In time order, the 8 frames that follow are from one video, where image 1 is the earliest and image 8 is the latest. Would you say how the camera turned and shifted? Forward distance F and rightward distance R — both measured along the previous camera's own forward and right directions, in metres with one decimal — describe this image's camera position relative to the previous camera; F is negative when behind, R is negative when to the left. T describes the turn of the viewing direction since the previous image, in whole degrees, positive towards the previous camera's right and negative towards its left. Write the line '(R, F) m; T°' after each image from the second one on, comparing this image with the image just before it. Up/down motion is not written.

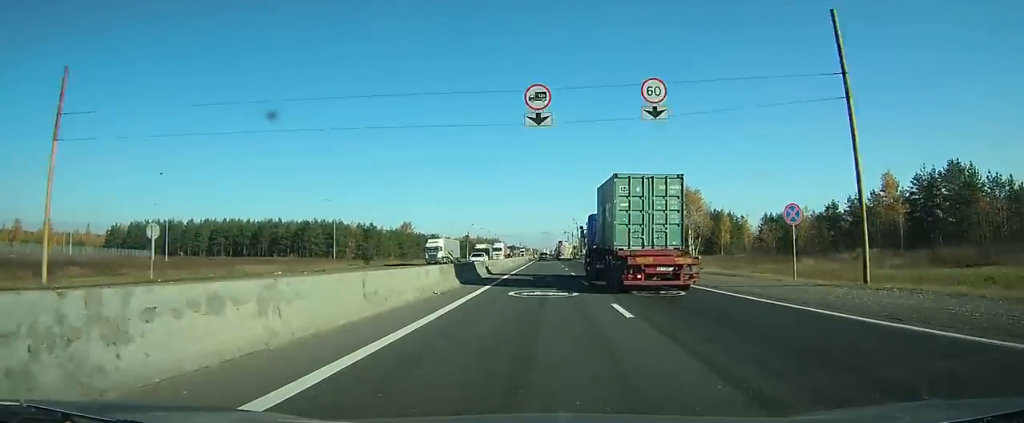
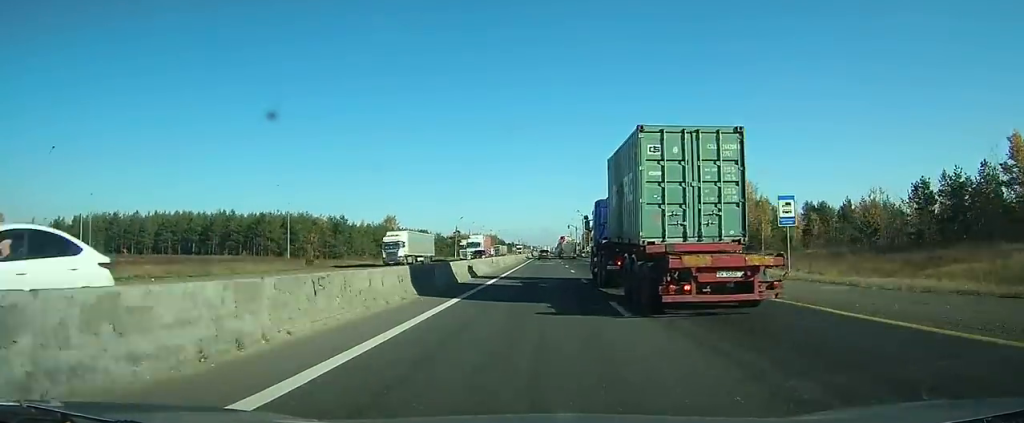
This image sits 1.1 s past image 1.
(-0.1, +23.3) m; 0°
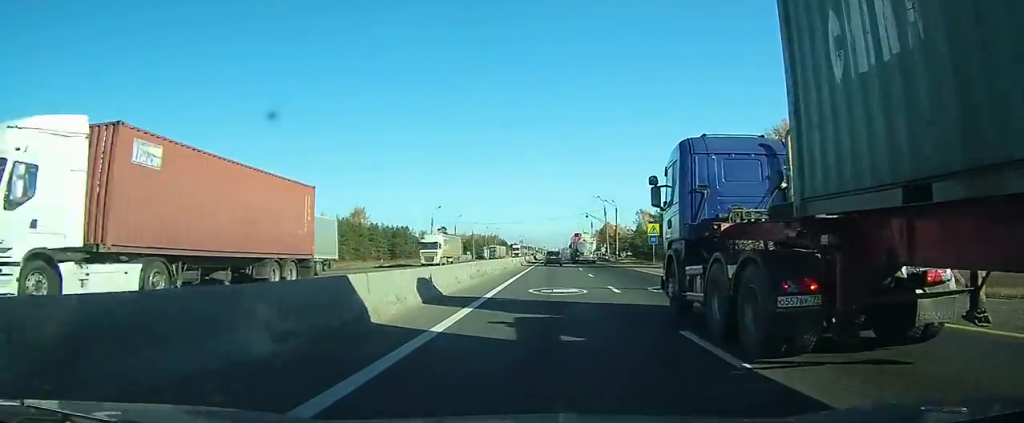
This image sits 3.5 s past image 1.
(-0.3, +42.0) m; 0°
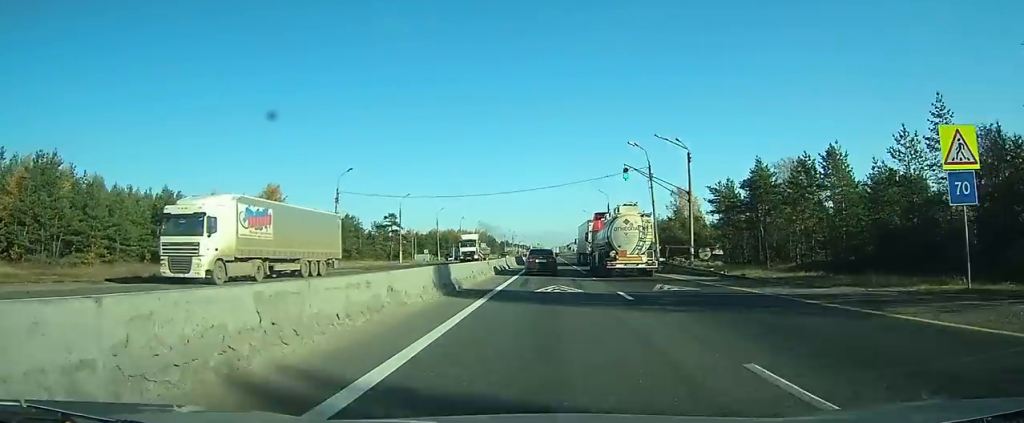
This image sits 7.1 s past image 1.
(+0.3, +50.5) m; +1°
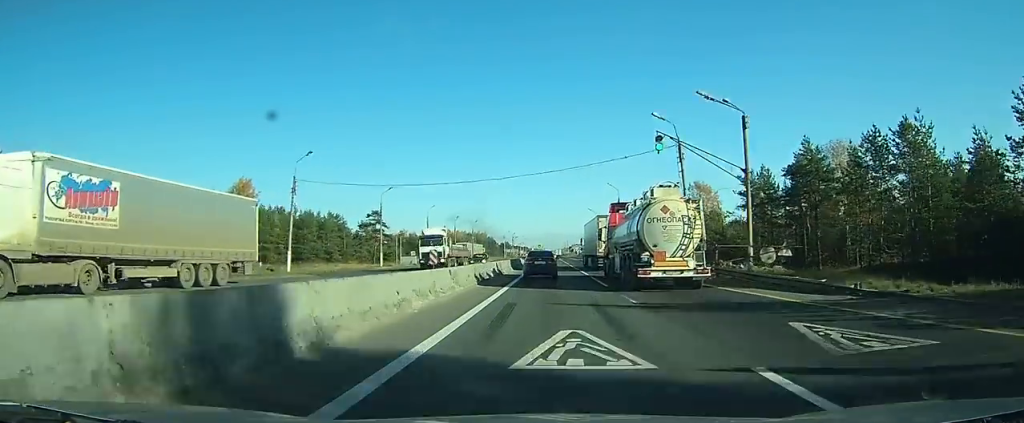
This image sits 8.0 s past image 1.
(0.0, +11.5) m; 0°
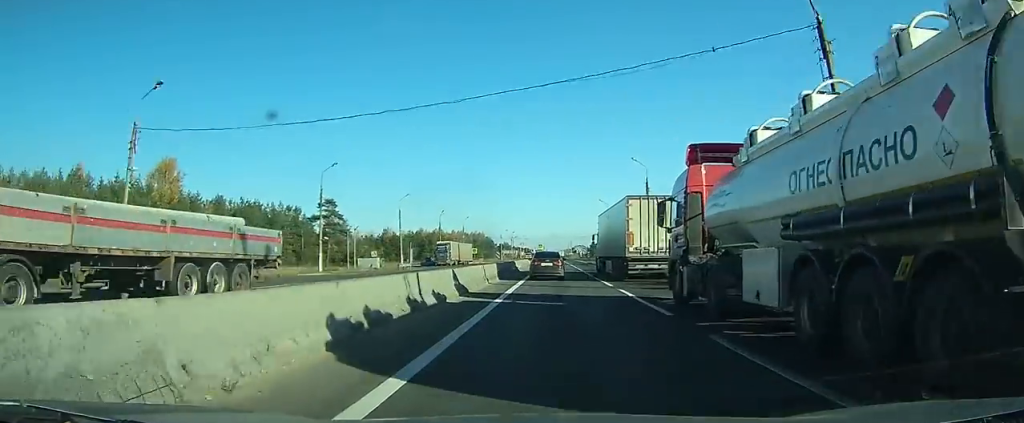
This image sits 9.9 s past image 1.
(0.0, +24.2) m; +1°
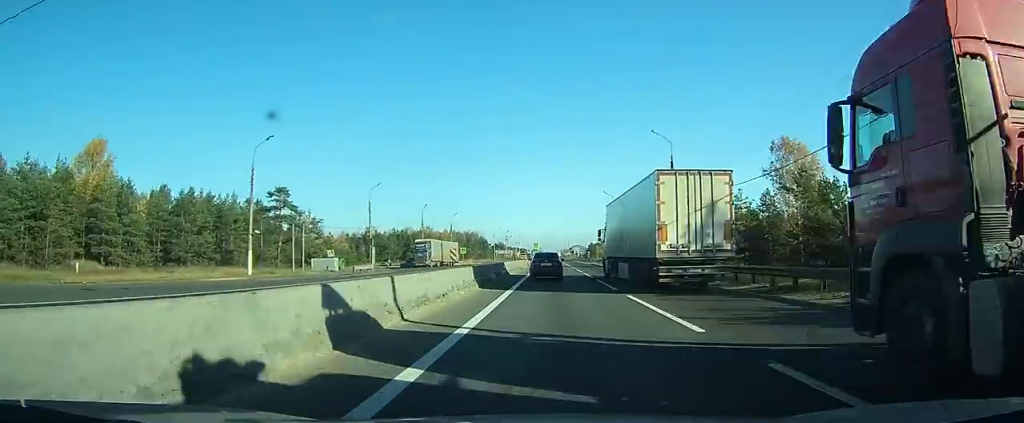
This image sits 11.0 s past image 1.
(+0.1, +15.2) m; 0°
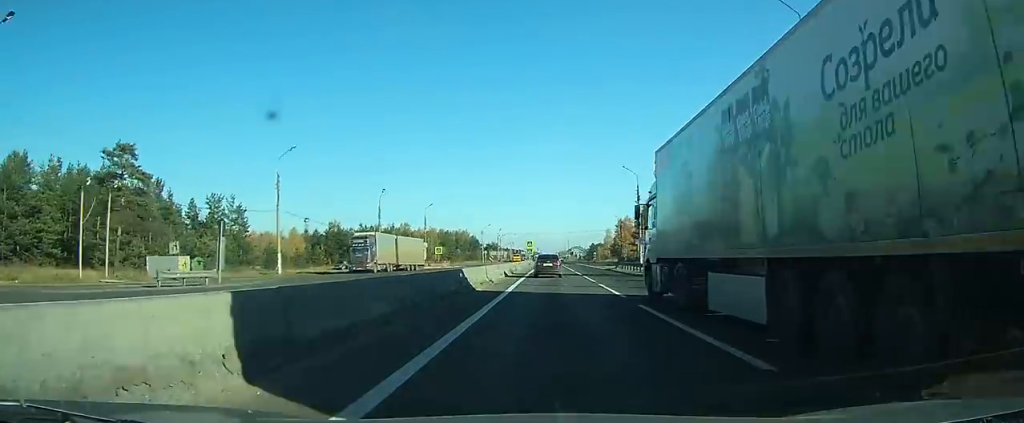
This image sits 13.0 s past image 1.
(+0.3, +27.7) m; +1°
